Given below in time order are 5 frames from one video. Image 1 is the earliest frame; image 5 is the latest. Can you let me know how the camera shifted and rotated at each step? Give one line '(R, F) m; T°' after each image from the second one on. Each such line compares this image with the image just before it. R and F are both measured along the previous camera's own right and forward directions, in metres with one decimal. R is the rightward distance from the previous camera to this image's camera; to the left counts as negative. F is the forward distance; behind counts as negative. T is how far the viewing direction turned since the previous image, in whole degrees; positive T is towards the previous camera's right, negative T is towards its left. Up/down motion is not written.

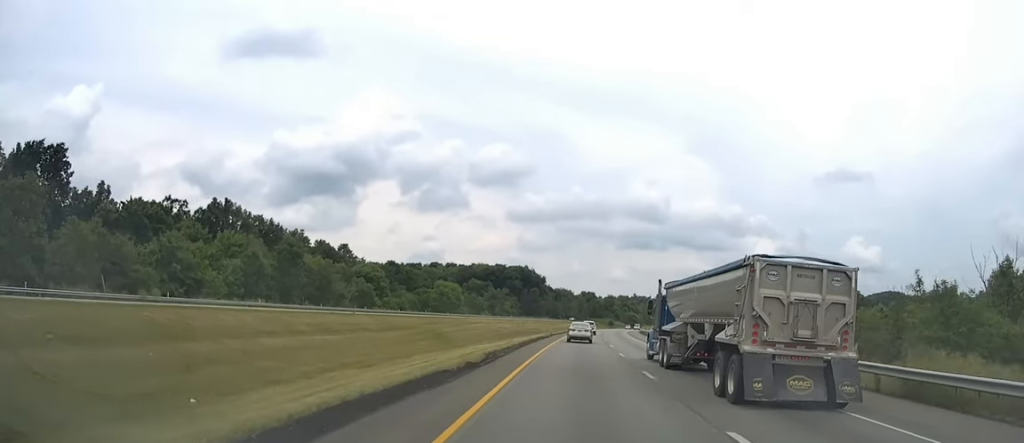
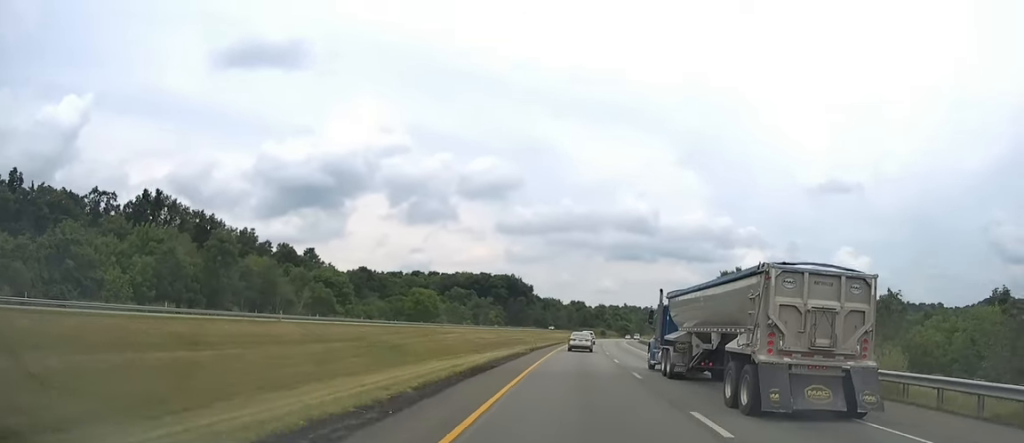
(-0.2, +20.6) m; +1°
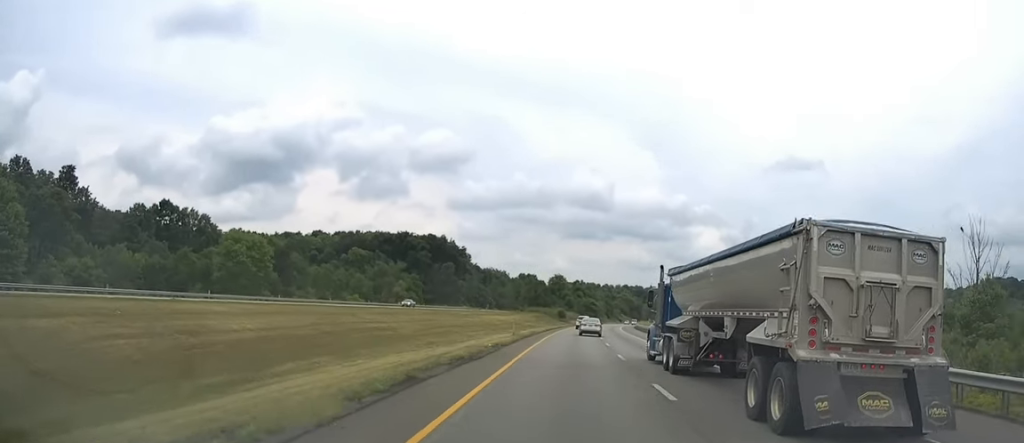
(+4.0, +93.3) m; +4°
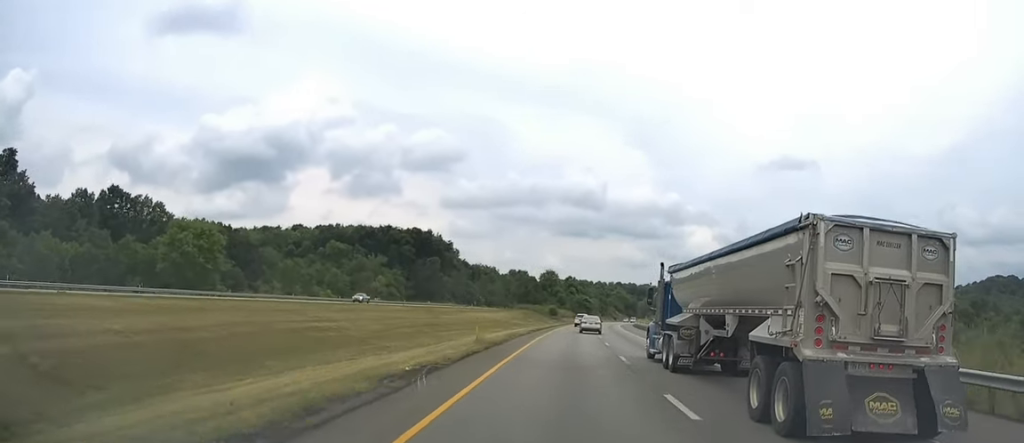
(0.0, +14.3) m; +1°
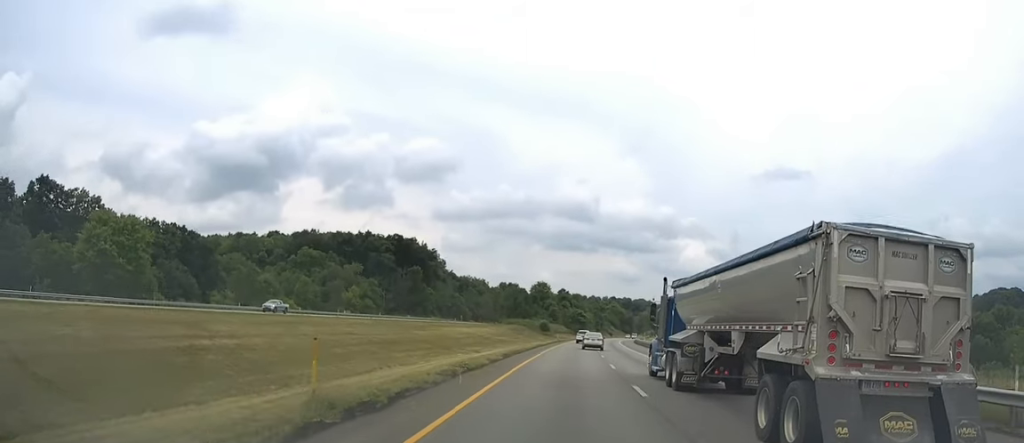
(+0.2, +18.7) m; +1°
